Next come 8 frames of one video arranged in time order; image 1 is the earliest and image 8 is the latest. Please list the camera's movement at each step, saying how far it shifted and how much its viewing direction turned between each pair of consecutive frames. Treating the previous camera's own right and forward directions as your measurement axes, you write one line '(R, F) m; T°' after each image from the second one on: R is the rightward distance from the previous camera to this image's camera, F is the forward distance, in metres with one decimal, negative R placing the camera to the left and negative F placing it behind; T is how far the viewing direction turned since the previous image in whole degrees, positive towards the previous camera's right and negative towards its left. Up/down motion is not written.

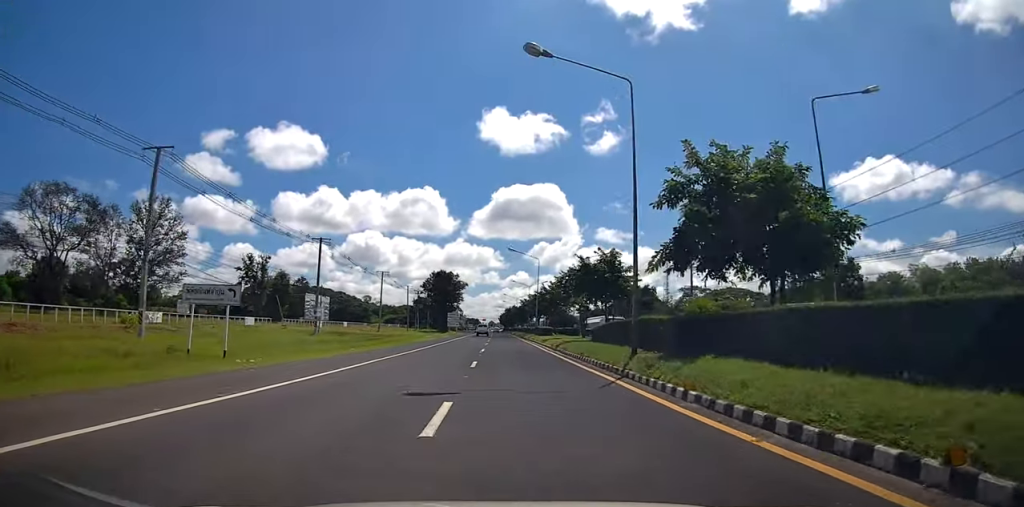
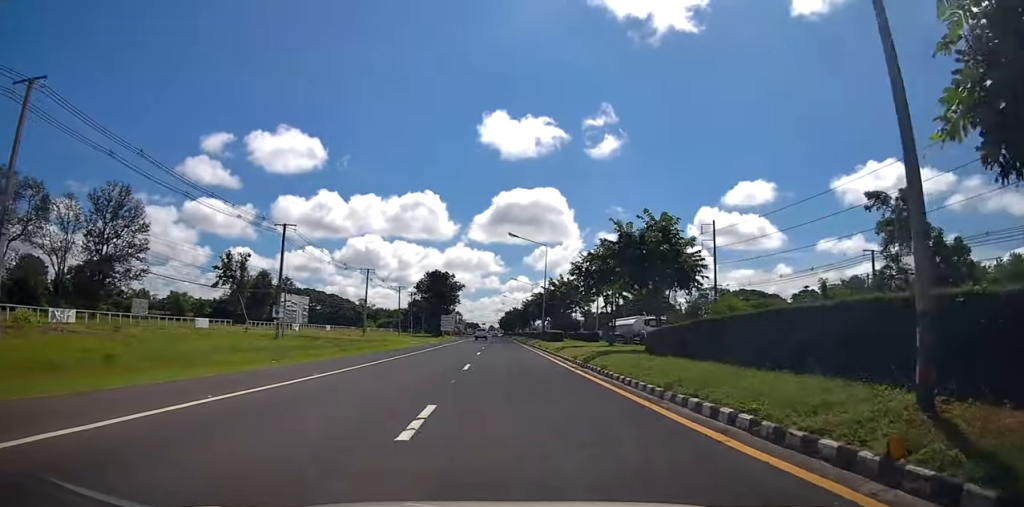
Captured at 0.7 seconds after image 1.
(+0.1, +10.7) m; -1°
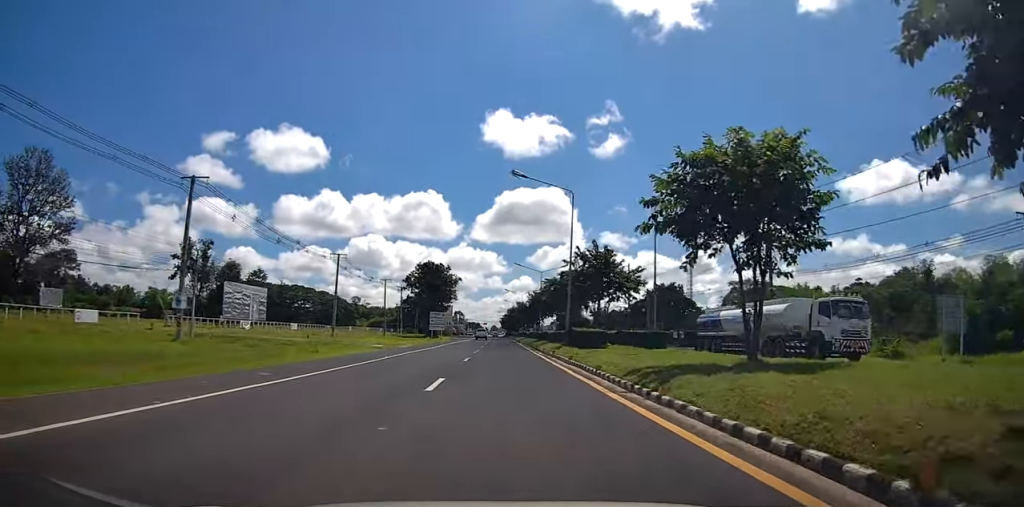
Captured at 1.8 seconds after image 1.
(-0.4, +17.9) m; -1°
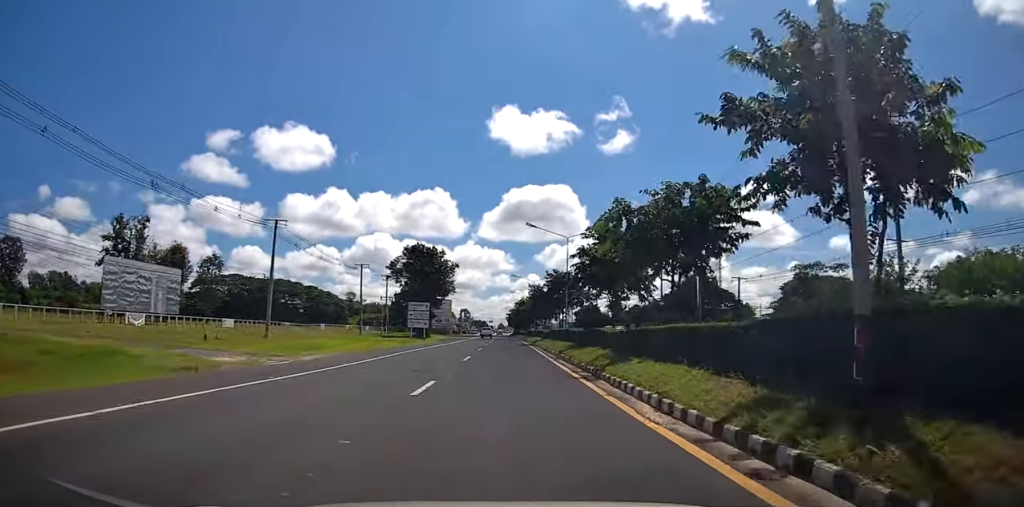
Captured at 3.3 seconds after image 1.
(+0.3, +25.3) m; +1°
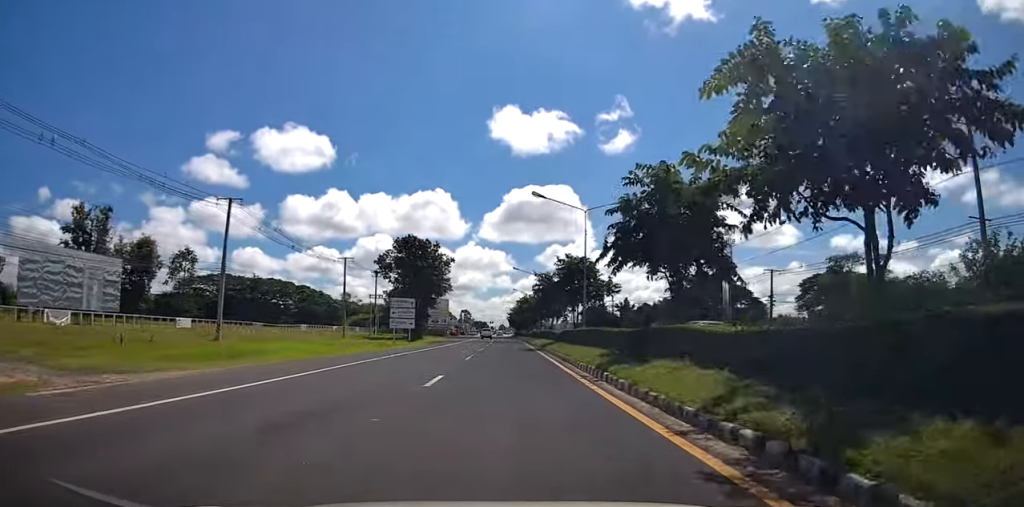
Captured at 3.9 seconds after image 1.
(+0.2, +11.0) m; 0°
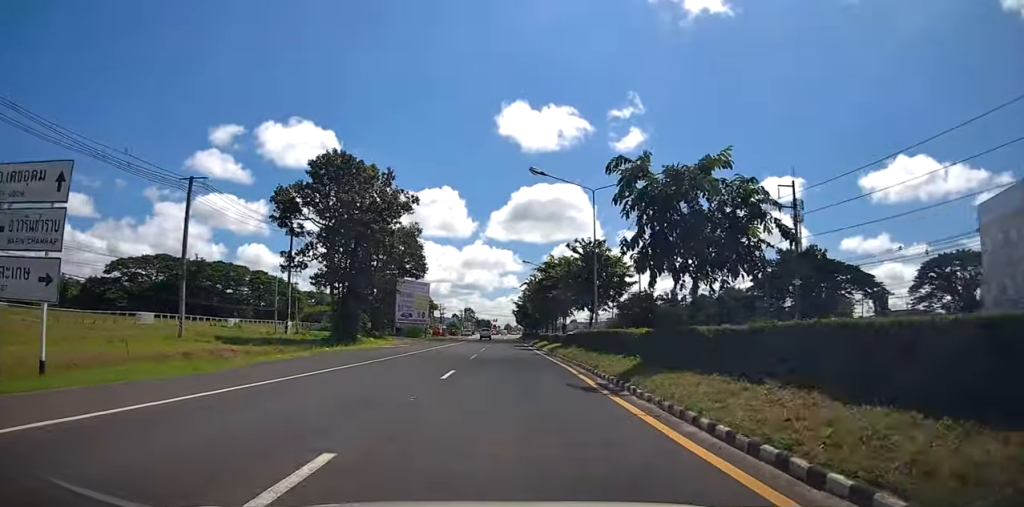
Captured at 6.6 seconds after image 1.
(-0.6, +53.2) m; -1°
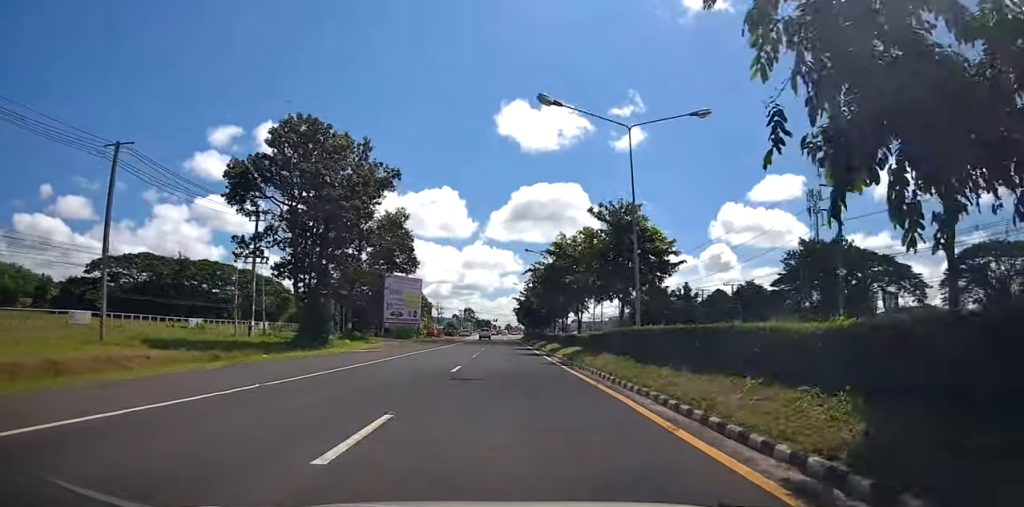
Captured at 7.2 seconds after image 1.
(-0.1, +10.2) m; 0°
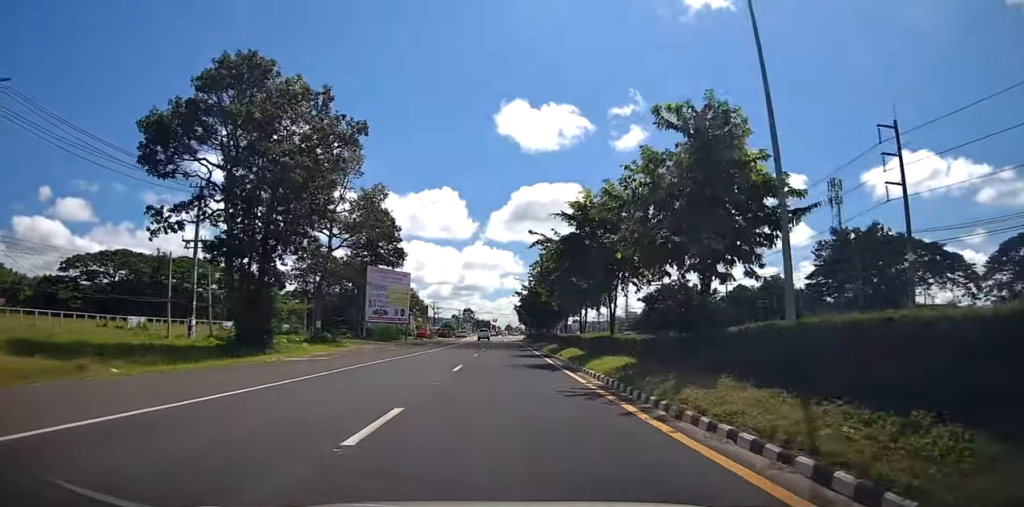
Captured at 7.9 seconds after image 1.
(0.0, +11.6) m; 0°
